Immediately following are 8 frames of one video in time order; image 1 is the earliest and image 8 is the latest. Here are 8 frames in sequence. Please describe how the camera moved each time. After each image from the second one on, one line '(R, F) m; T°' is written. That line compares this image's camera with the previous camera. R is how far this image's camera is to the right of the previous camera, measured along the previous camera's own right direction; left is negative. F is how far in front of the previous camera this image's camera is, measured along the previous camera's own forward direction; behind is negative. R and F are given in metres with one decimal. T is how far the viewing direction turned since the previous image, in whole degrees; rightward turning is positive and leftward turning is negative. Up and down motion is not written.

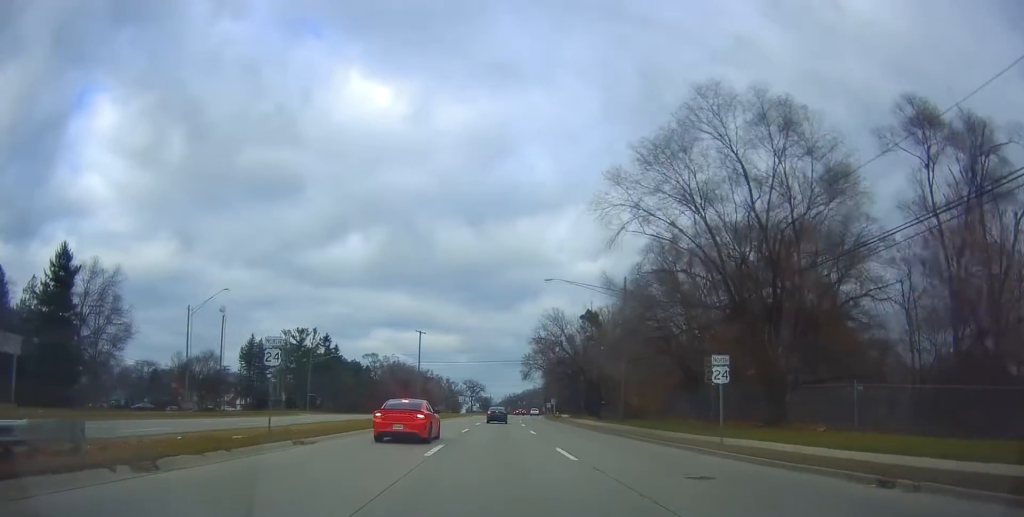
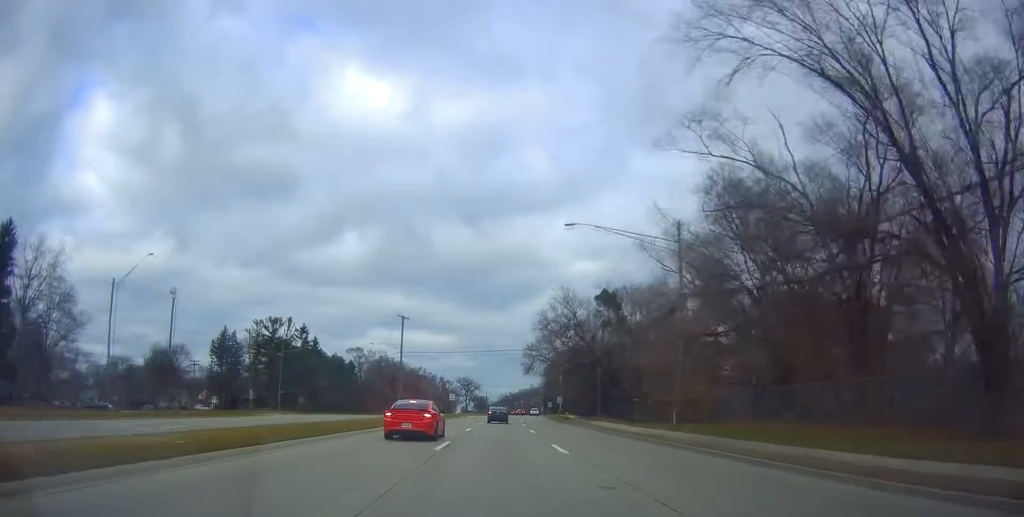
(-0.3, +13.4) m; +1°
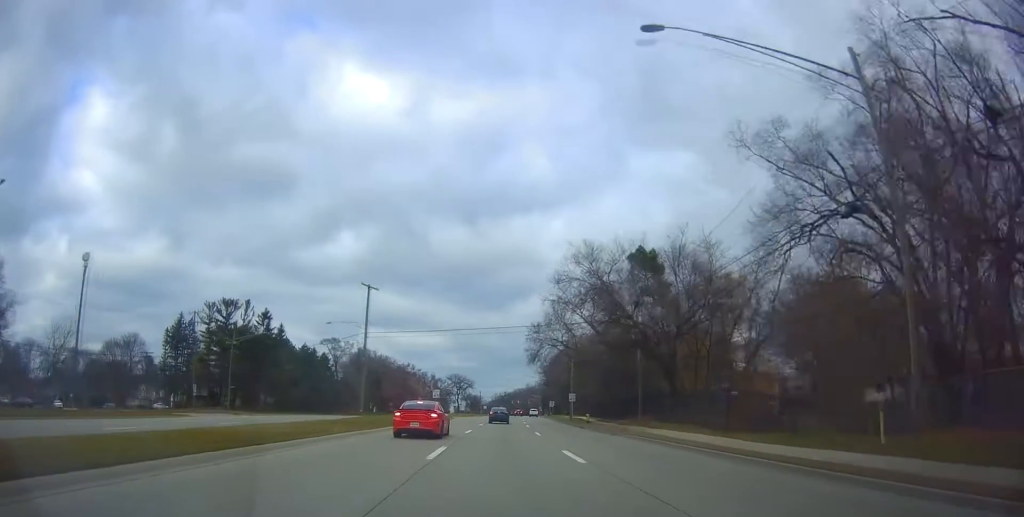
(+0.5, +17.7) m; +2°
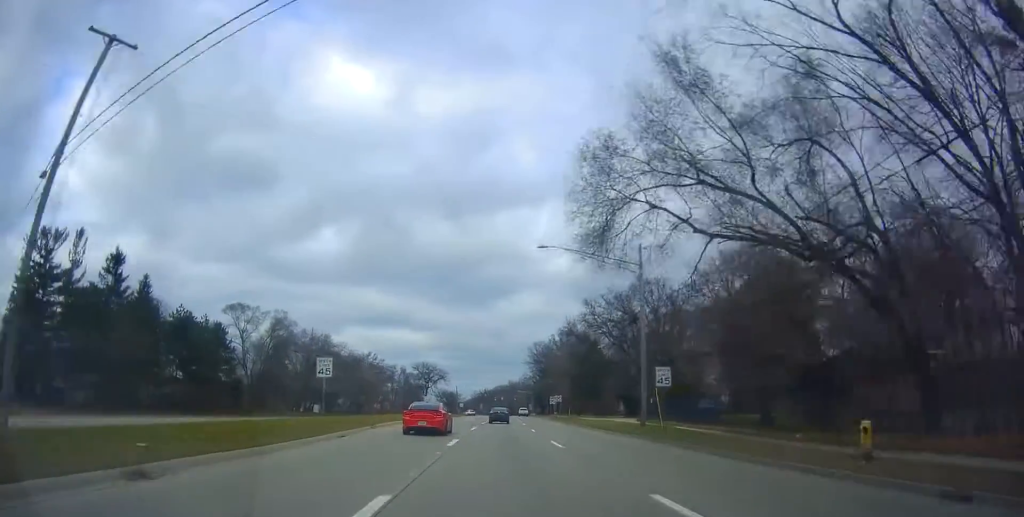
(+0.9, +40.5) m; +2°
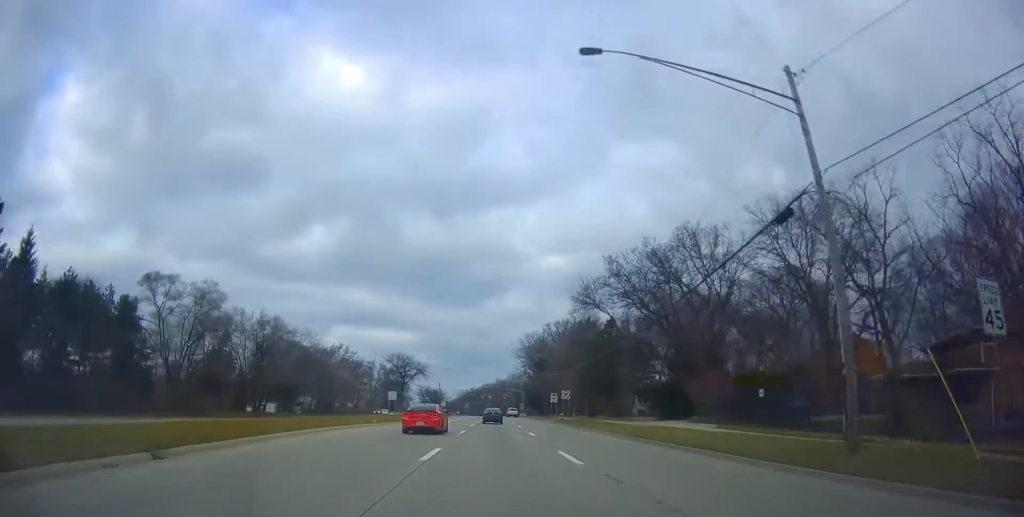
(+0.2, +20.6) m; 0°
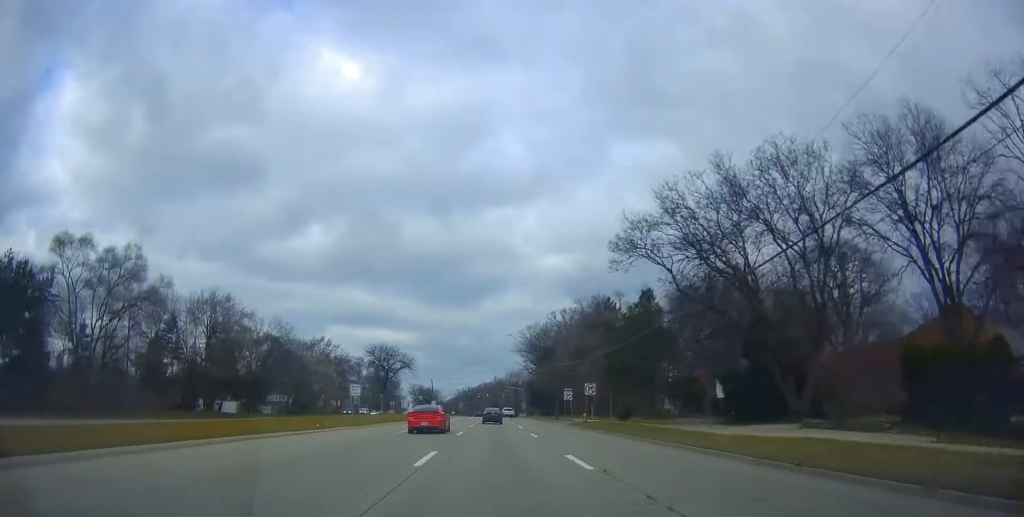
(-0.1, +16.9) m; 0°
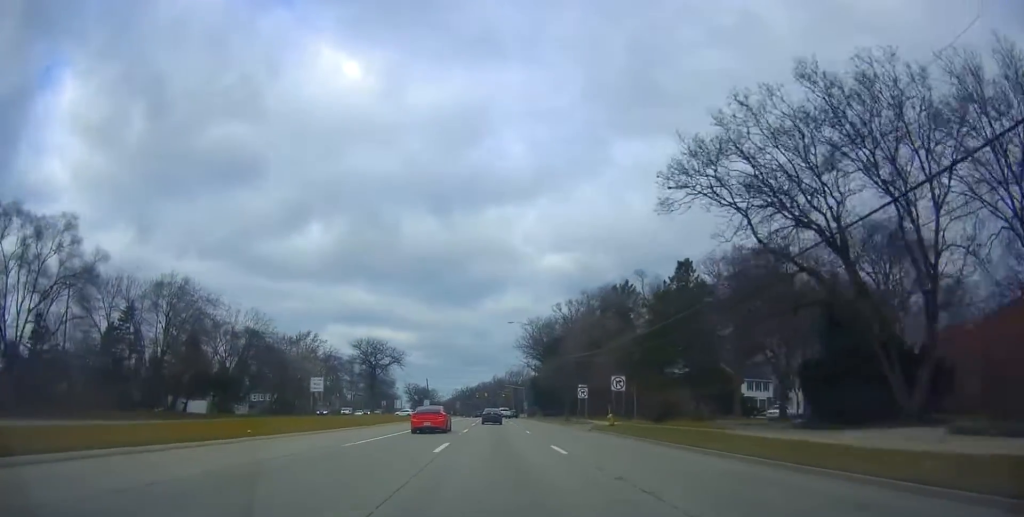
(-0.4, +10.5) m; +1°
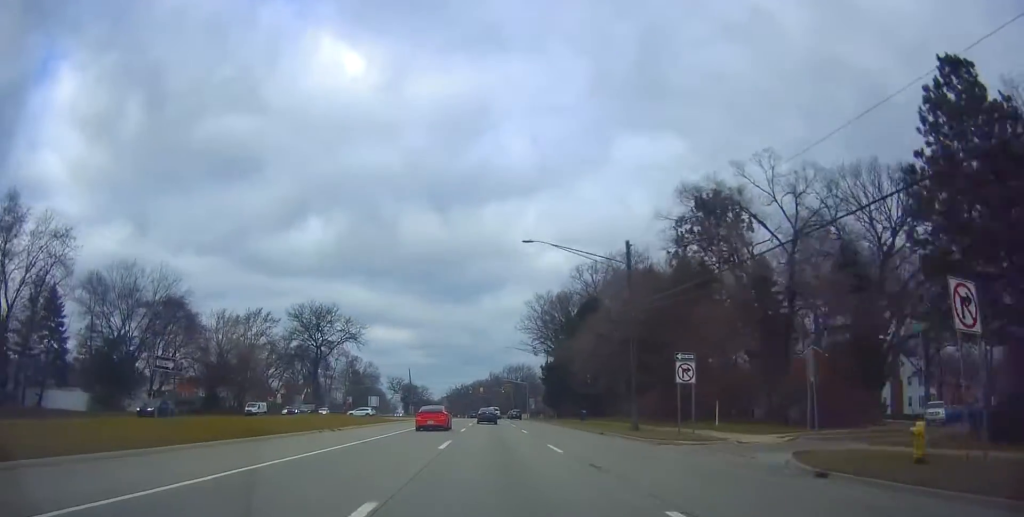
(+0.7, +29.0) m; -1°
